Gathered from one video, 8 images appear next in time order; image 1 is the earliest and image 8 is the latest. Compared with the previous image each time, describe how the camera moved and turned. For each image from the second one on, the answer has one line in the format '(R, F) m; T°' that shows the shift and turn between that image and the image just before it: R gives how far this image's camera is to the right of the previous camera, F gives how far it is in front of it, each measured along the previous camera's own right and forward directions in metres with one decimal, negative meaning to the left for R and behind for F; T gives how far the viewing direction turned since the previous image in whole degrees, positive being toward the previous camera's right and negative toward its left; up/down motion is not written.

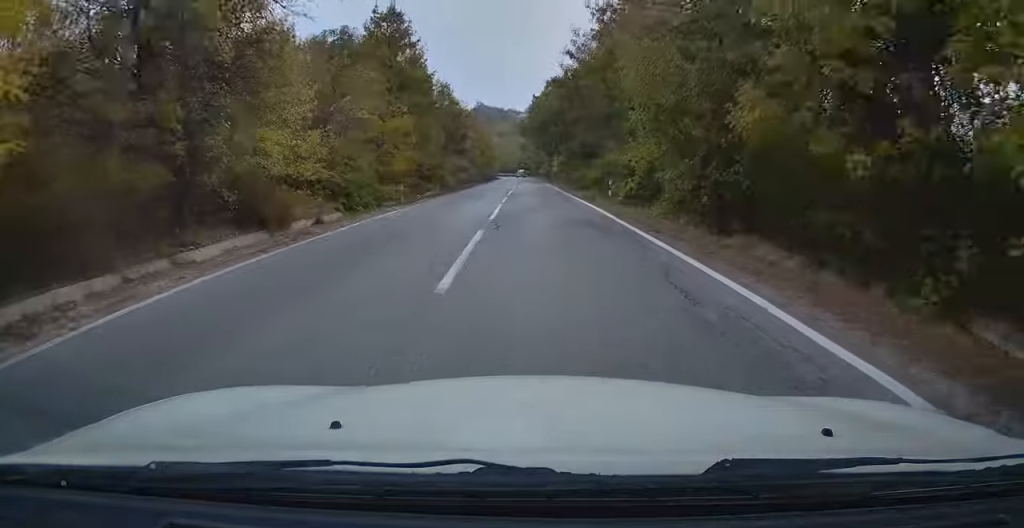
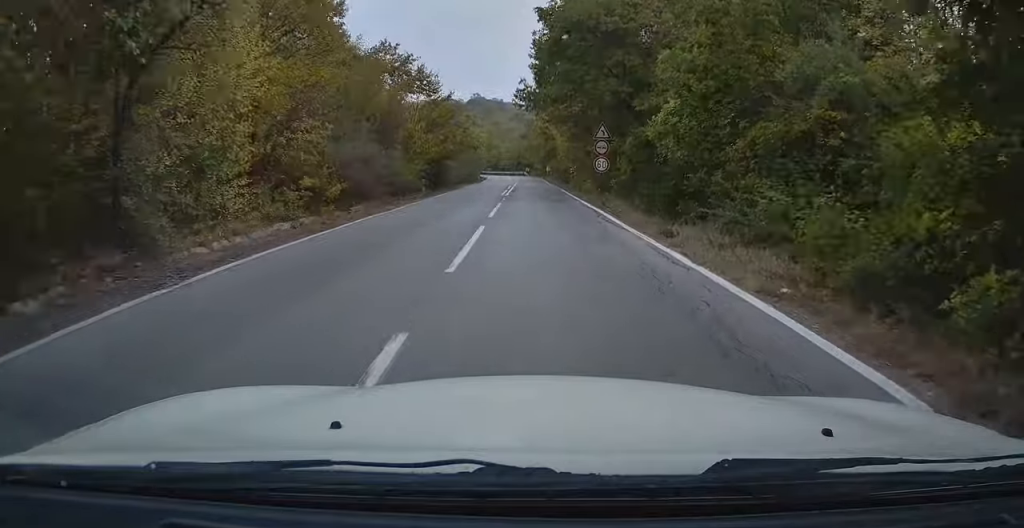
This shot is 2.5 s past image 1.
(+0.3, +43.6) m; 0°
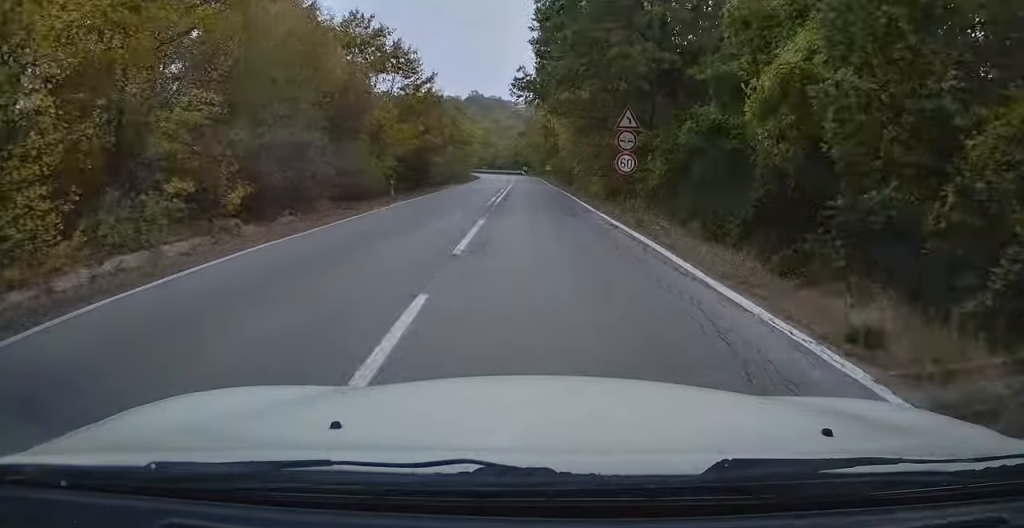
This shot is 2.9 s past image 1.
(0.0, +7.4) m; 0°
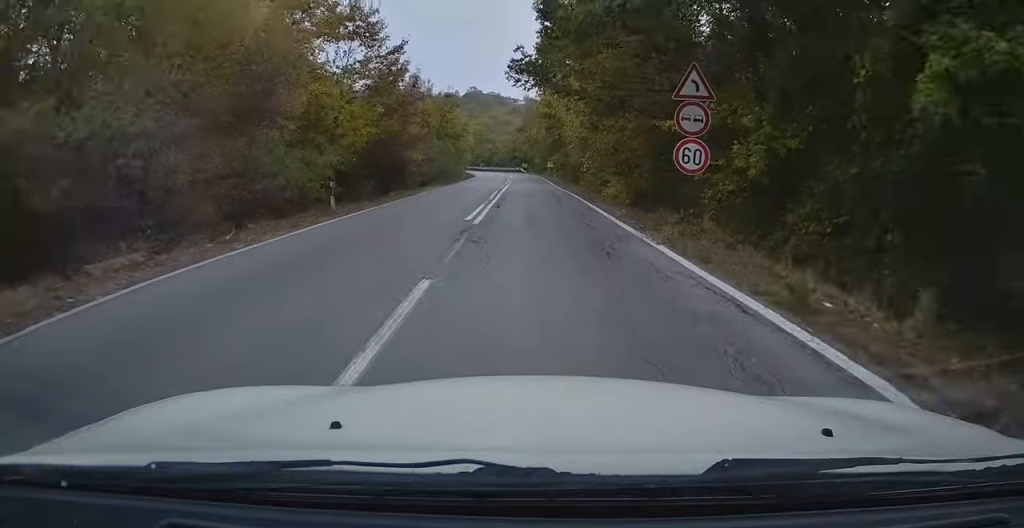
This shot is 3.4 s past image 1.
(0.0, +8.4) m; 0°
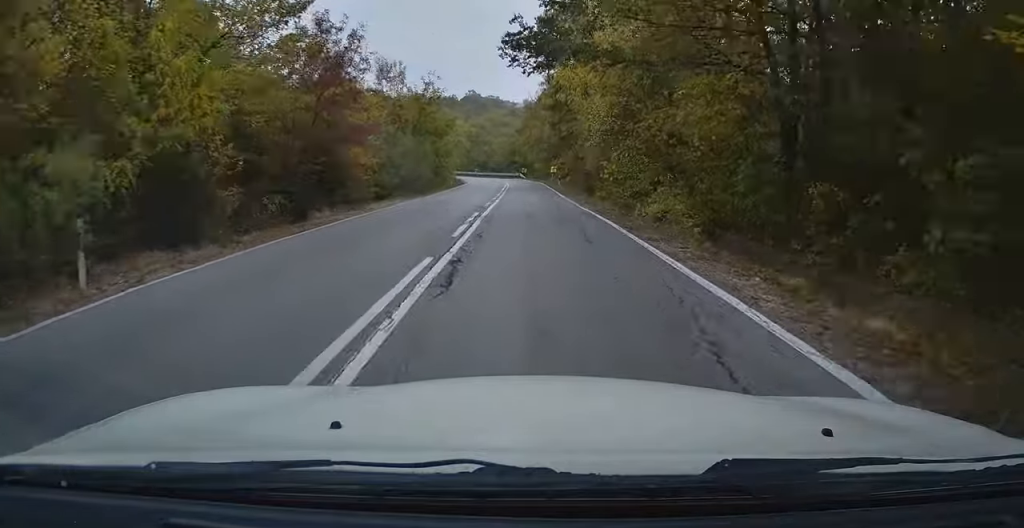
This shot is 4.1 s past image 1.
(0.0, +11.7) m; 0°
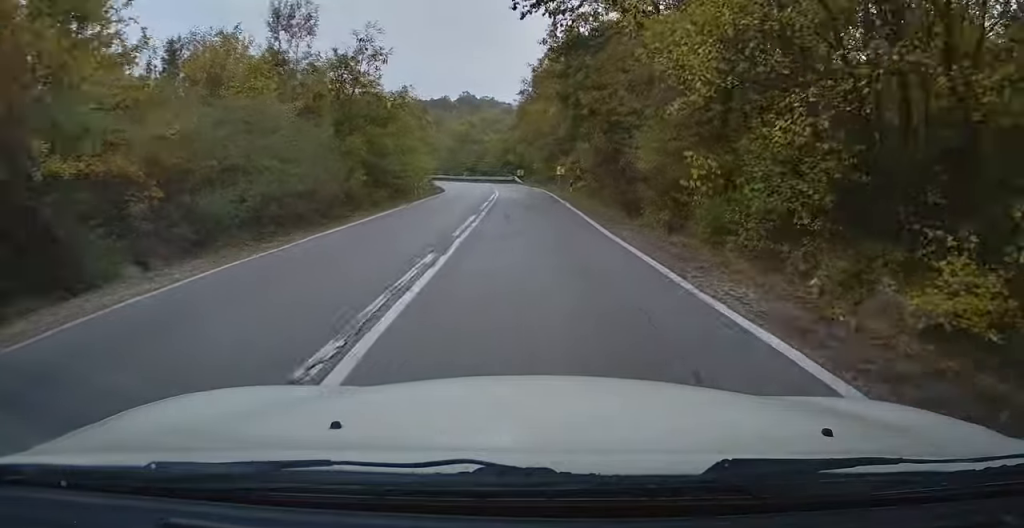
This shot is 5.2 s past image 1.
(+0.1, +17.0) m; +1°
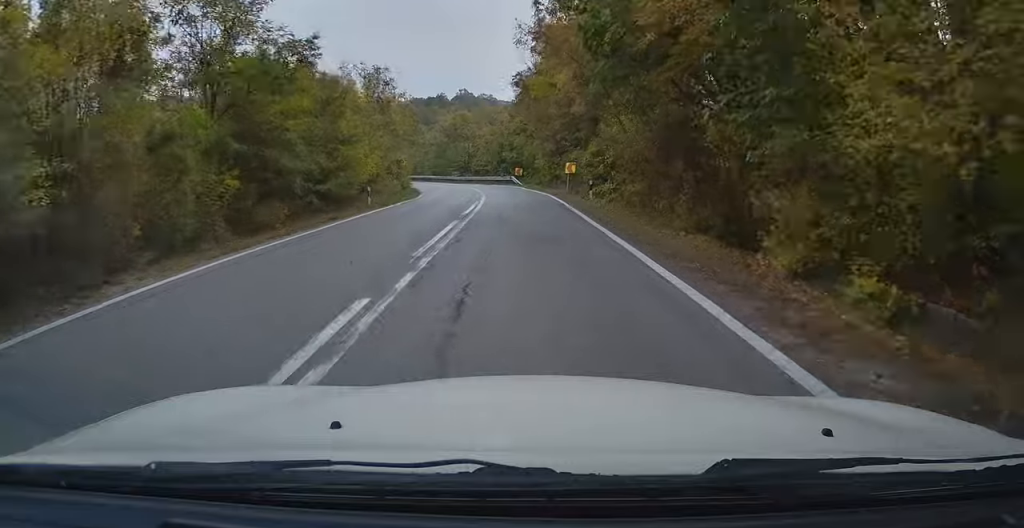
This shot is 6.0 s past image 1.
(+0.2, +12.4) m; -1°
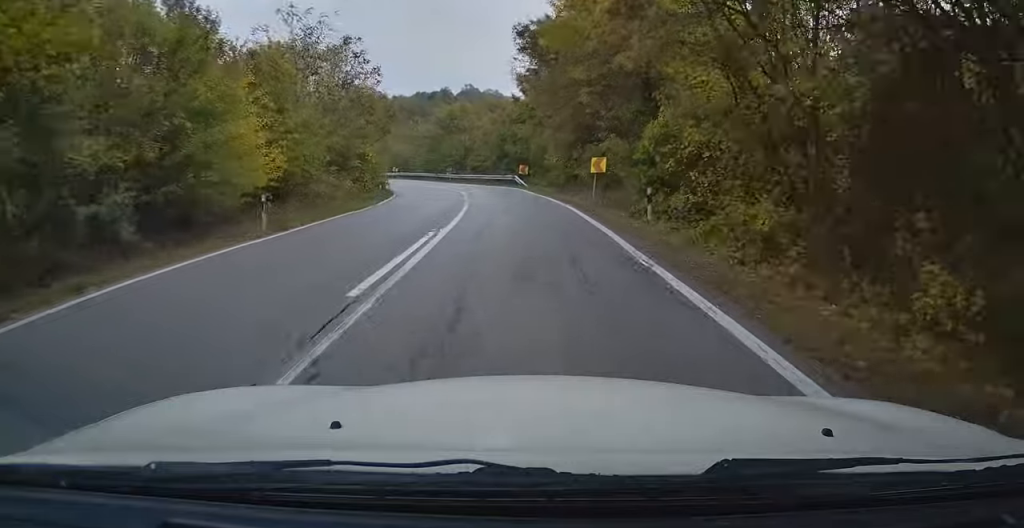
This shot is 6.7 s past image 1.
(-0.3, +11.8) m; -2°
